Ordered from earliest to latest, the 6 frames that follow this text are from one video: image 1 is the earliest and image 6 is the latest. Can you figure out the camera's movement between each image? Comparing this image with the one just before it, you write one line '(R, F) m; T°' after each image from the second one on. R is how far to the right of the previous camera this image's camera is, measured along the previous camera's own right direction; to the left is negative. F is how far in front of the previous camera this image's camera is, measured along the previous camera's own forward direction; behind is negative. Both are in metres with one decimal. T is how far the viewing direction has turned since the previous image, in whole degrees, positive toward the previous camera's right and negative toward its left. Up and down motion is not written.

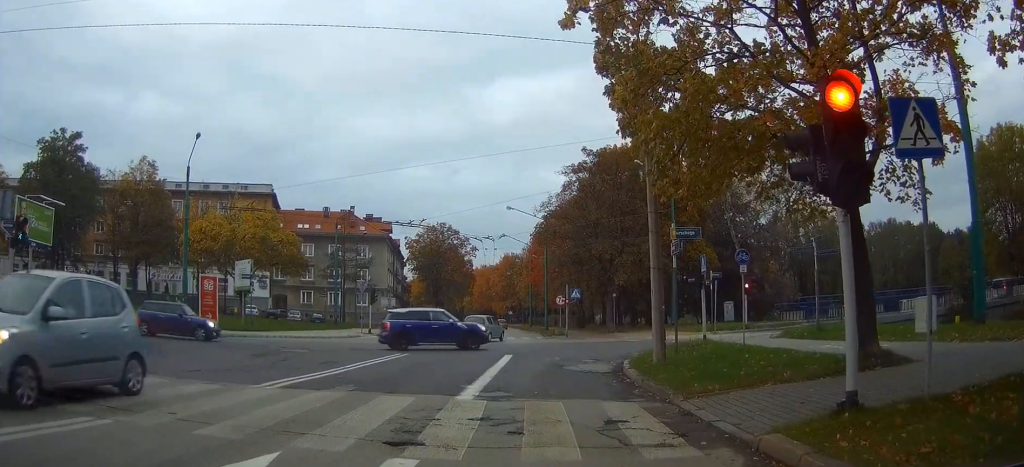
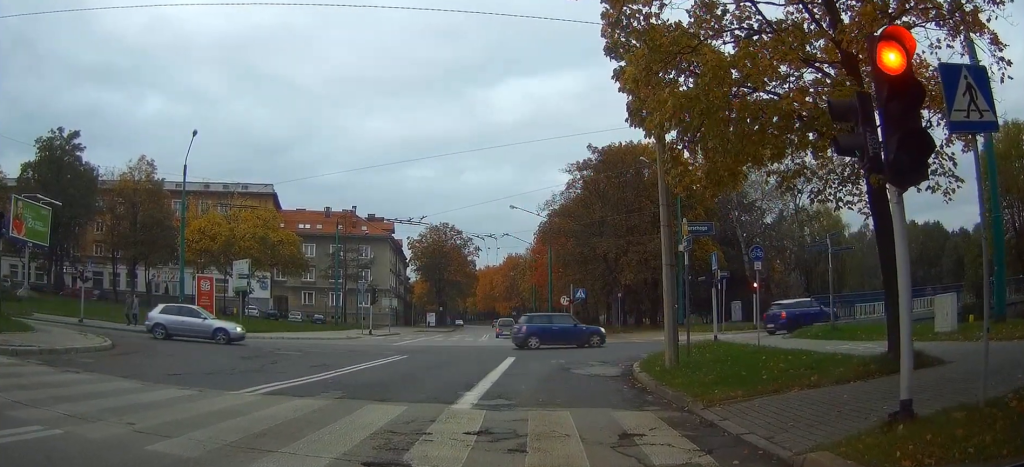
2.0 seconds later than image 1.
(+0.1, +1.2) m; 0°
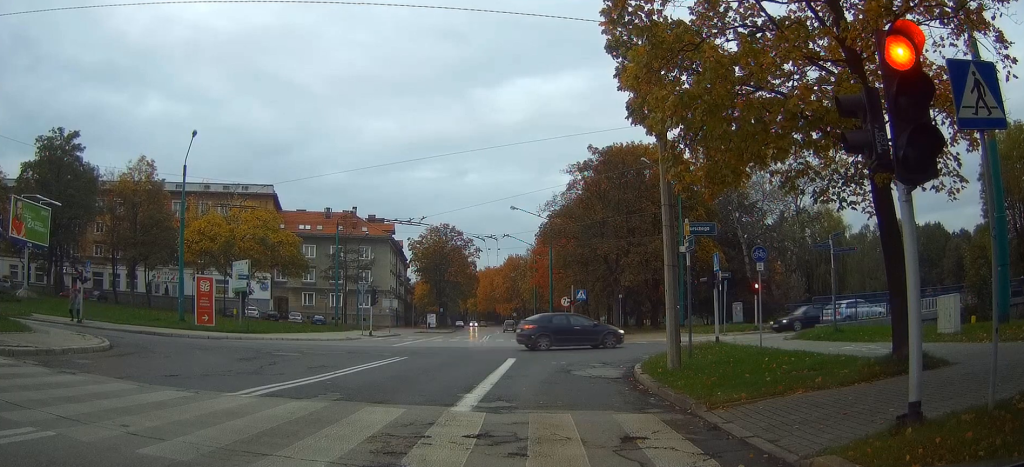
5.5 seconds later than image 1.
(0.0, 0.0) m; 0°
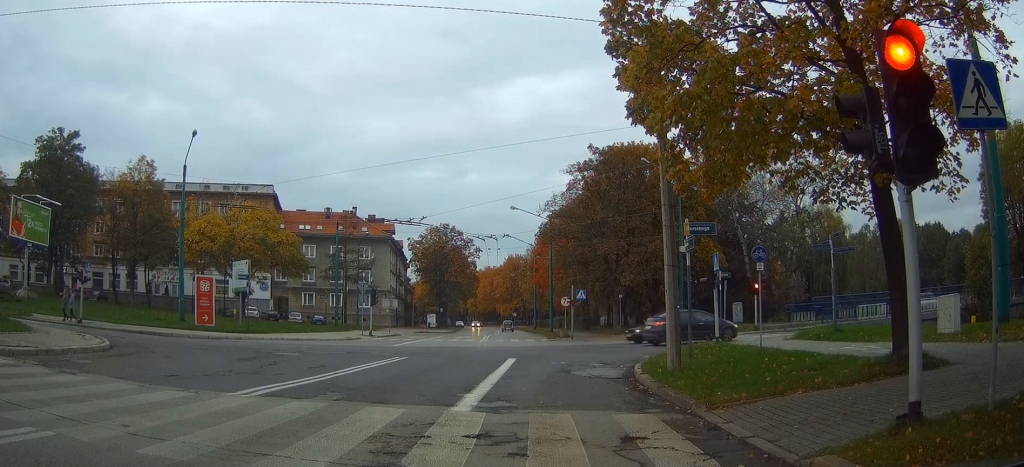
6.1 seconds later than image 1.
(0.0, 0.0) m; 0°
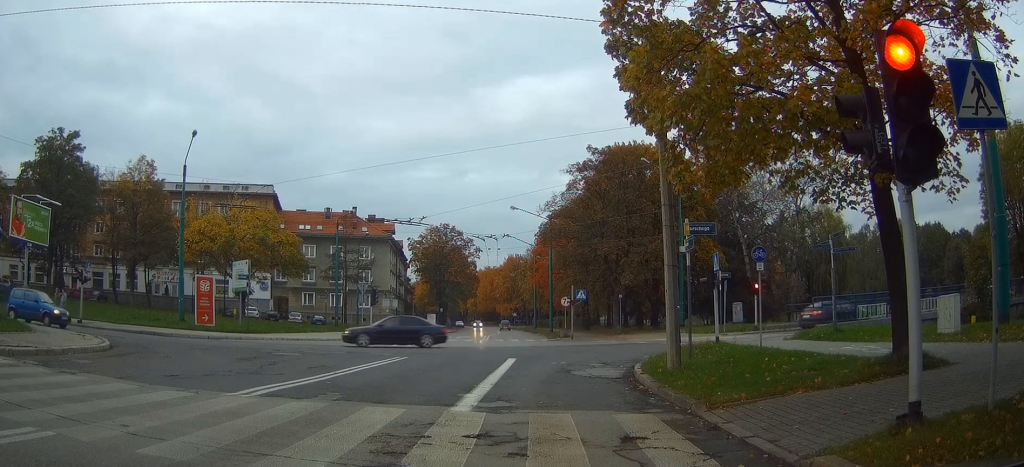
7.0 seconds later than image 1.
(0.0, 0.0) m; 0°
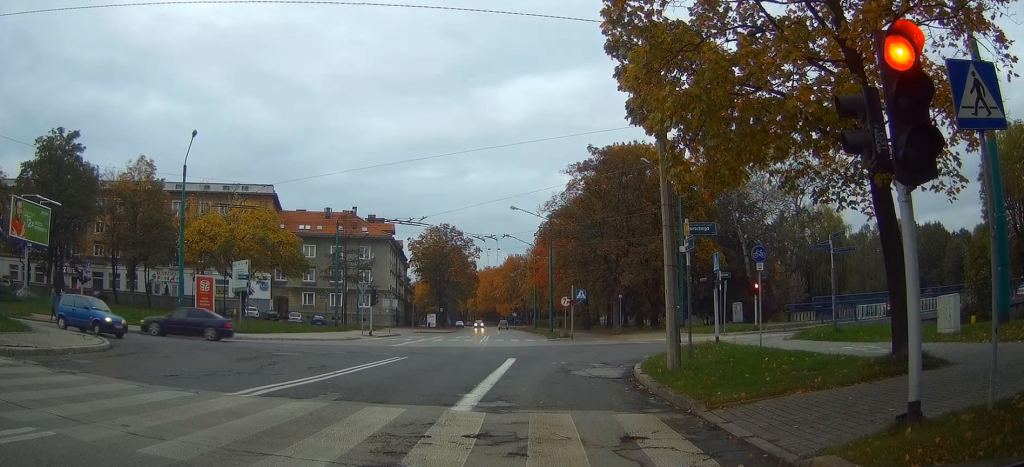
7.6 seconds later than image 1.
(0.0, 0.0) m; 0°
